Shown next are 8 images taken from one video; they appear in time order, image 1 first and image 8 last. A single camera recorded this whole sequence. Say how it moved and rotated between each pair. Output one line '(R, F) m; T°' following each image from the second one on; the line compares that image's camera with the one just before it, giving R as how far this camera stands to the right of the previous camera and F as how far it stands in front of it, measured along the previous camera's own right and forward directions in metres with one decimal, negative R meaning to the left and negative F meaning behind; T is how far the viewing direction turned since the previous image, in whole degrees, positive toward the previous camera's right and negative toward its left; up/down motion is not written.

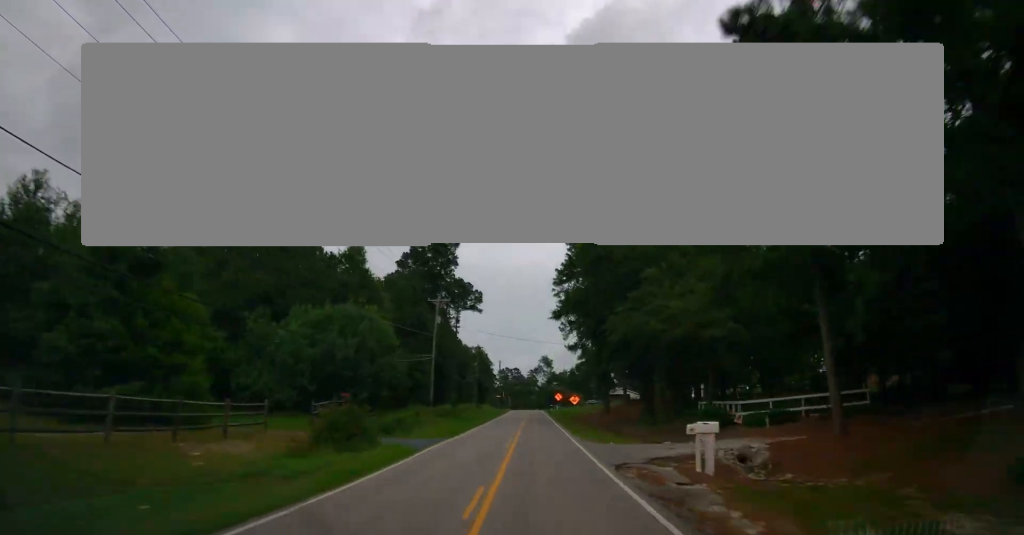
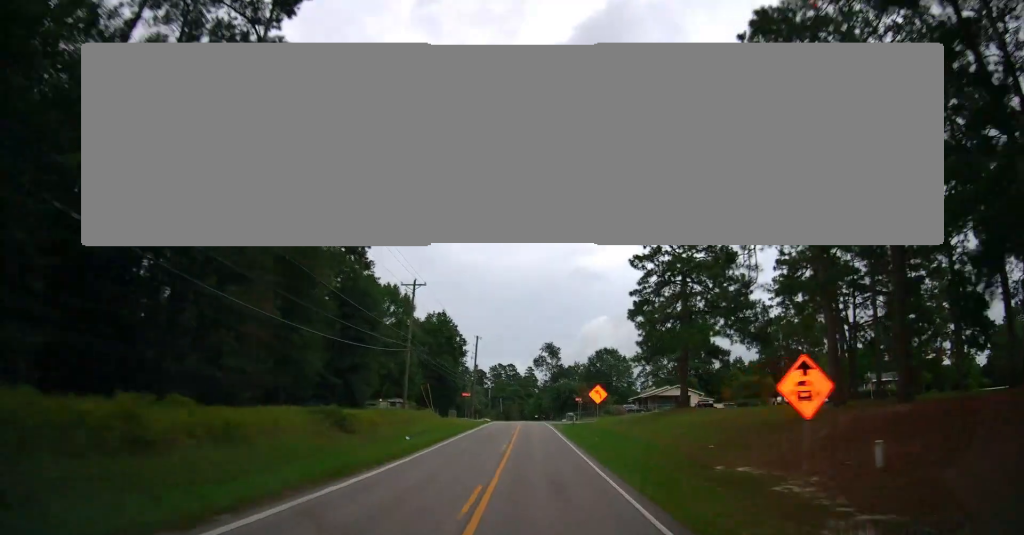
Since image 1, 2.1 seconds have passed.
(+0.6, +61.2) m; +1°
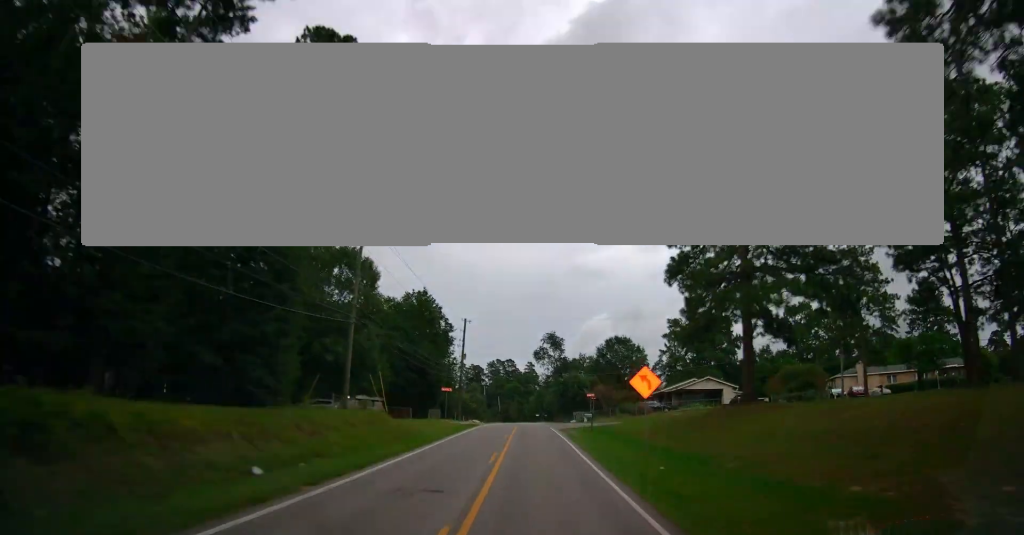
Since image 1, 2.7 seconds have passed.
(0.0, +16.2) m; 0°
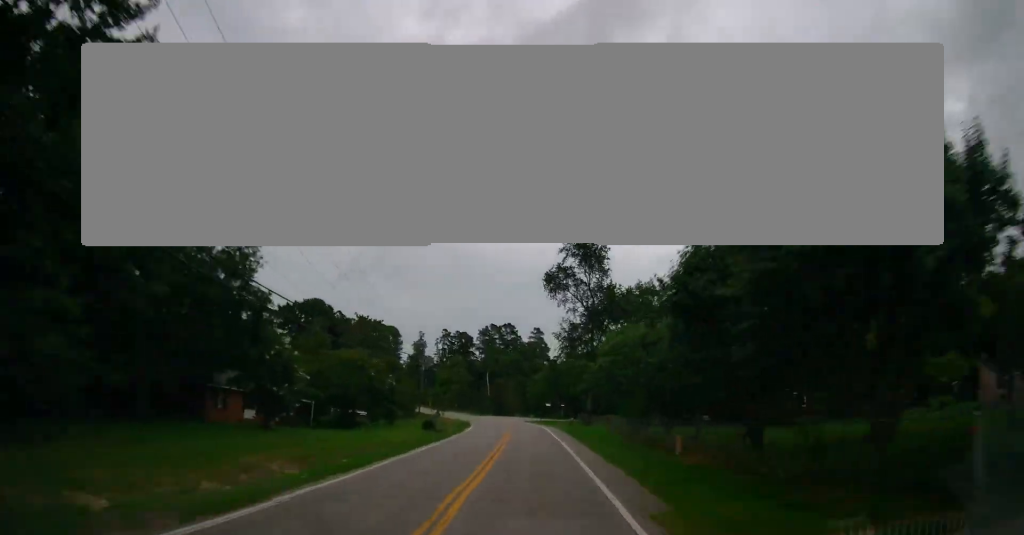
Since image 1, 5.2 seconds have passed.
(-0.4, +70.3) m; -1°
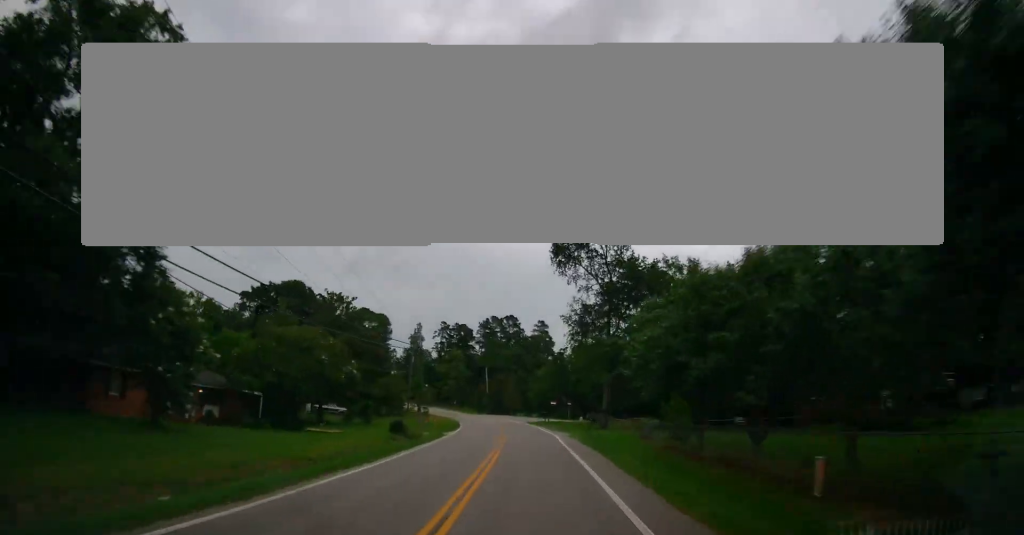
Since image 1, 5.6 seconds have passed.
(+0.1, +11.1) m; 0°
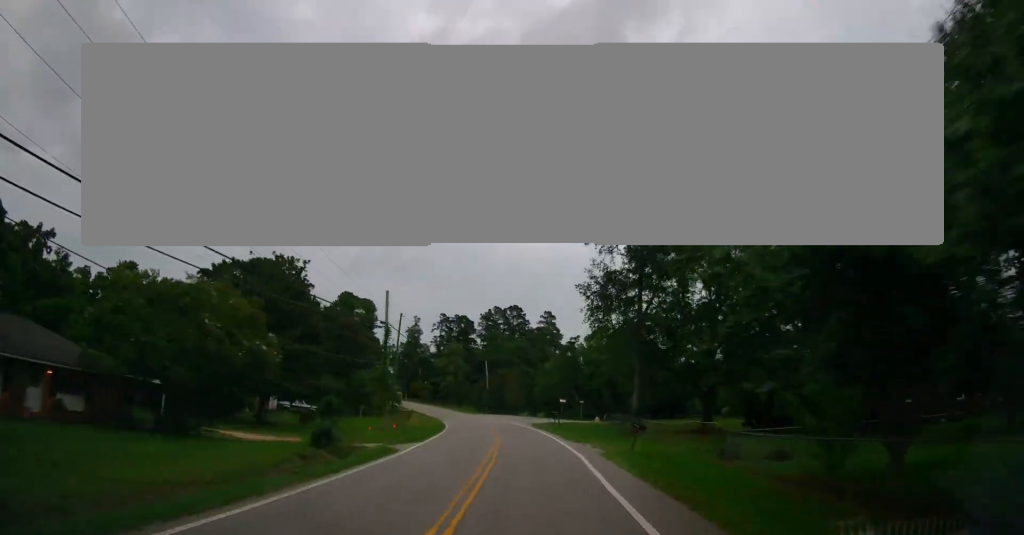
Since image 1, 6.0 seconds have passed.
(+0.2, +12.9) m; 0°
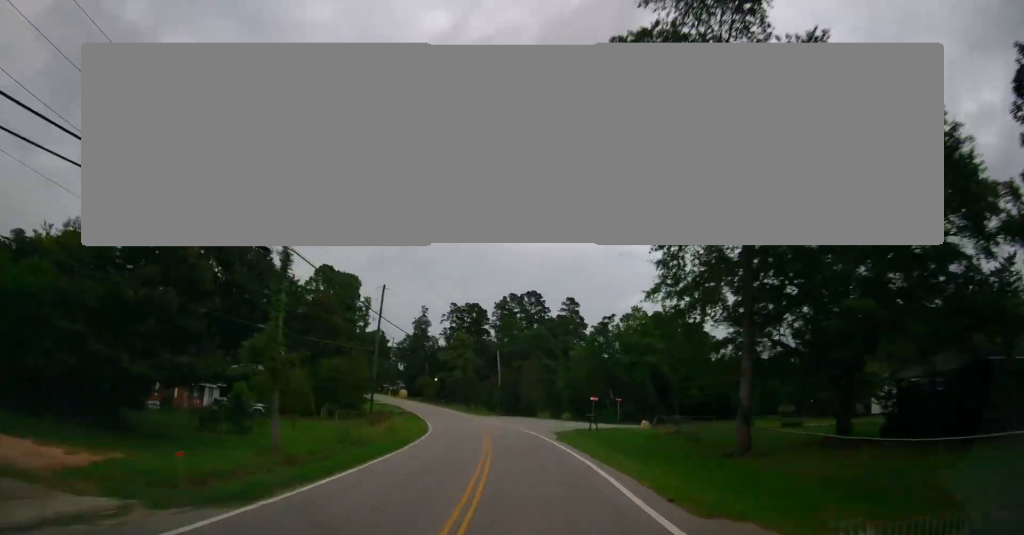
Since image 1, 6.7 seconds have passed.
(-0.2, +17.5) m; -2°
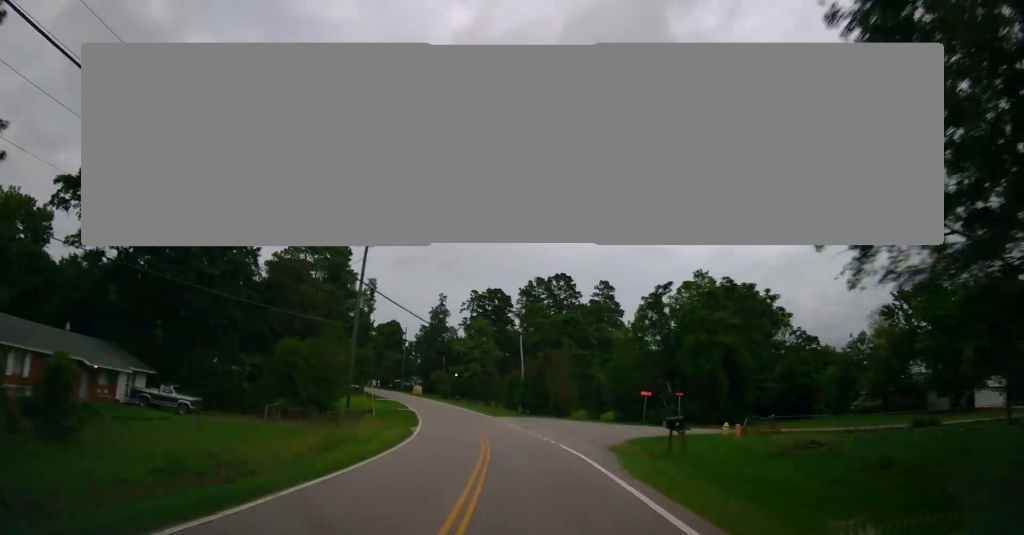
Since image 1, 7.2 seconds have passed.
(0.0, +14.8) m; -2°
